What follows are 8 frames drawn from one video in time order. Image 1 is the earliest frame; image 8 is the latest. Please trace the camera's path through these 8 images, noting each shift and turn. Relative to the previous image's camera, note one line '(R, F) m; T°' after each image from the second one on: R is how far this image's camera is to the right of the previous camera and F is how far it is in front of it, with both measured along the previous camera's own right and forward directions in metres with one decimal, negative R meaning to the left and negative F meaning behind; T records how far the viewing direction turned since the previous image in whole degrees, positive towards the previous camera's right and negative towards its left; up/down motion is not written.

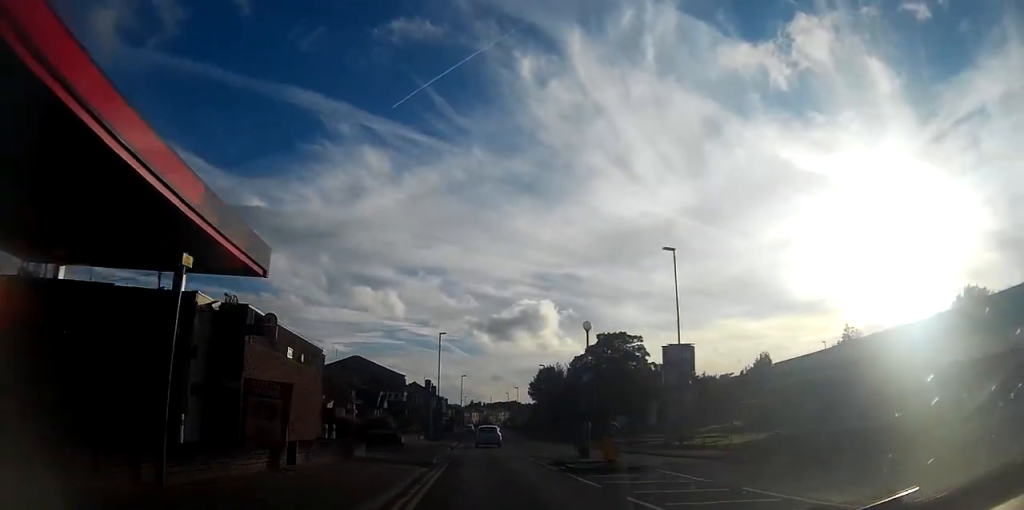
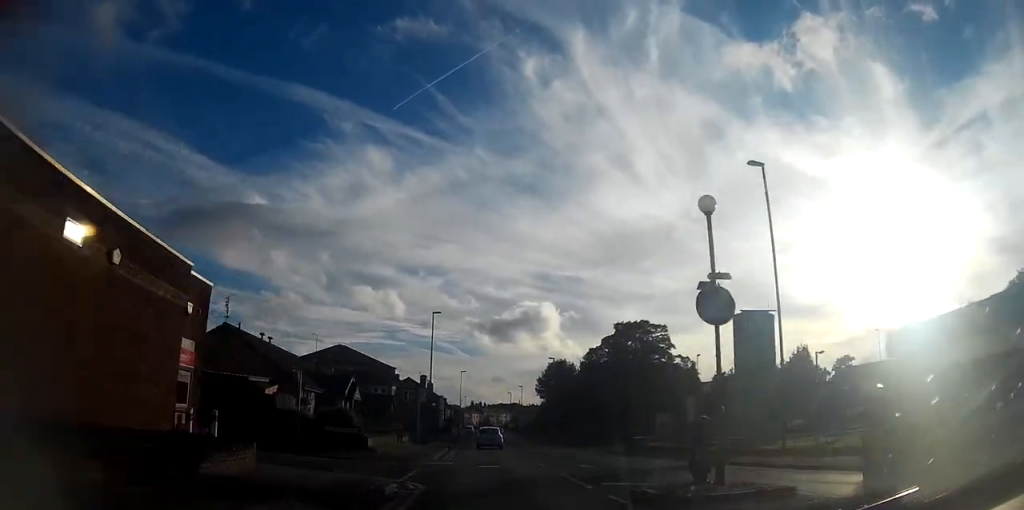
(+0.2, +11.1) m; 0°
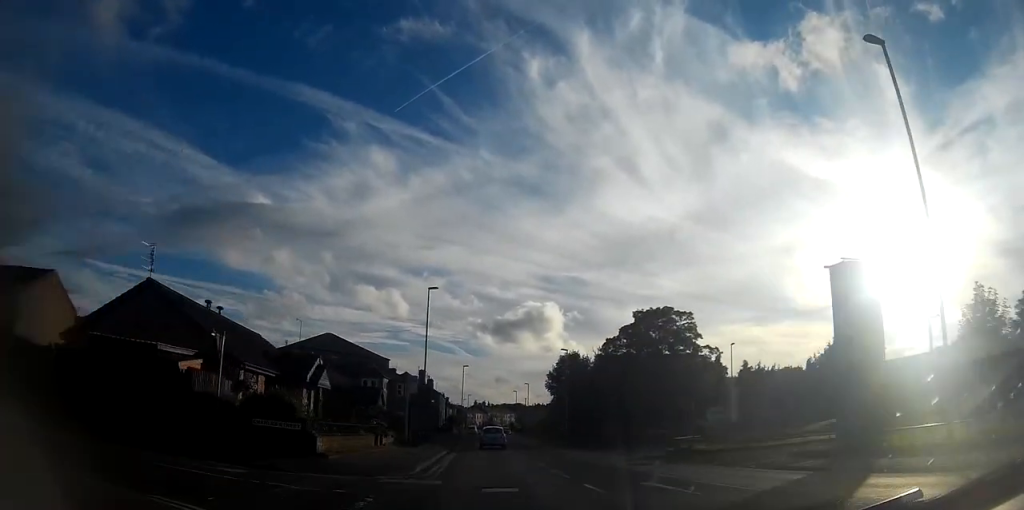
(+0.1, +8.5) m; -1°
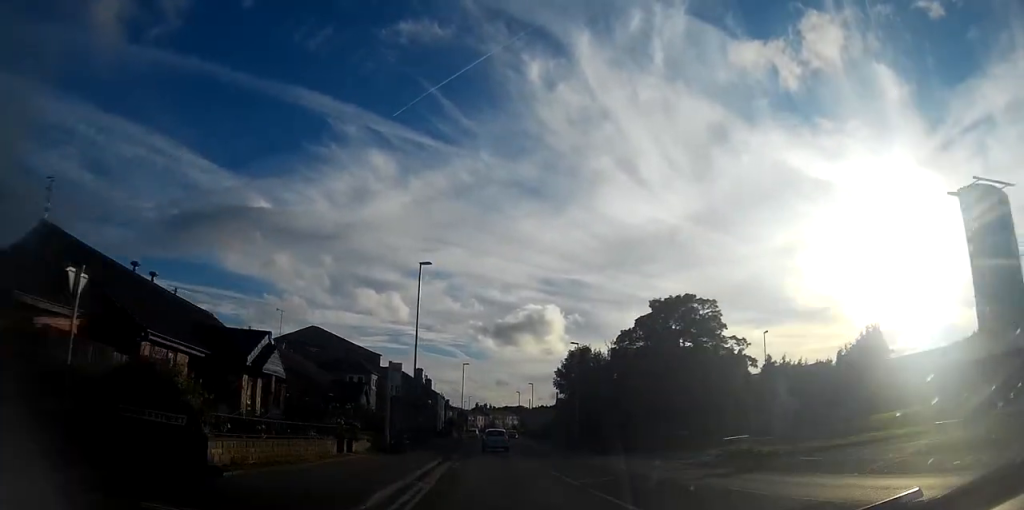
(-0.2, +7.2) m; 0°
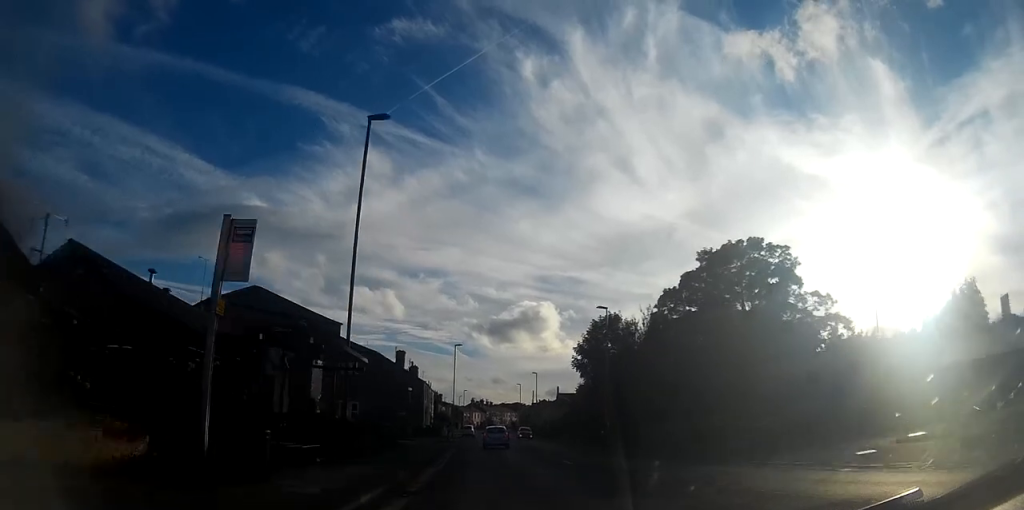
(0.0, +17.3) m; -1°
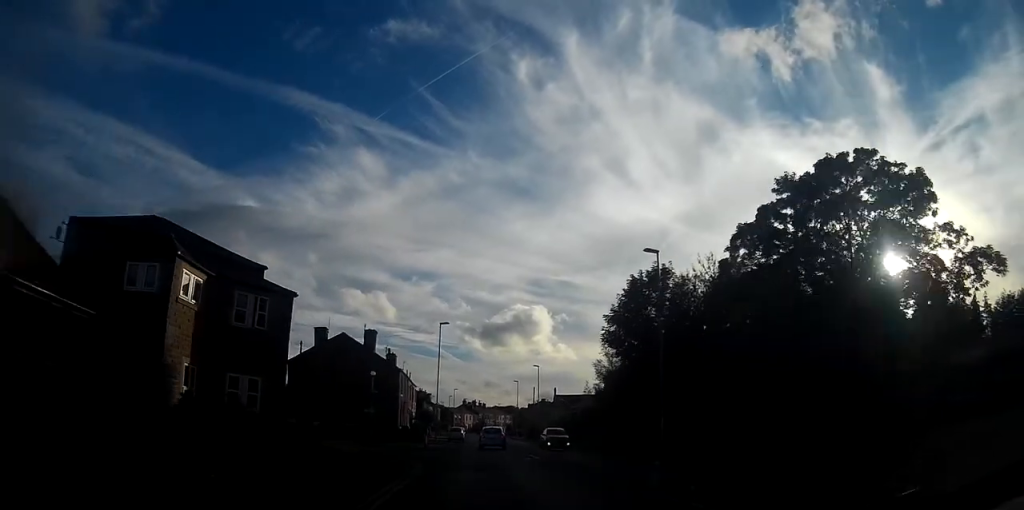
(-0.3, +16.3) m; +2°
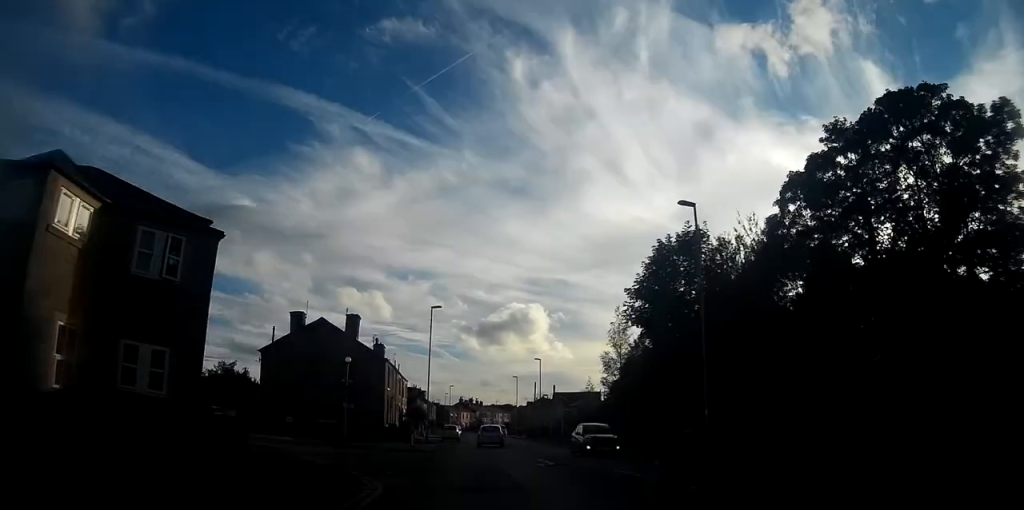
(+0.5, +6.7) m; 0°
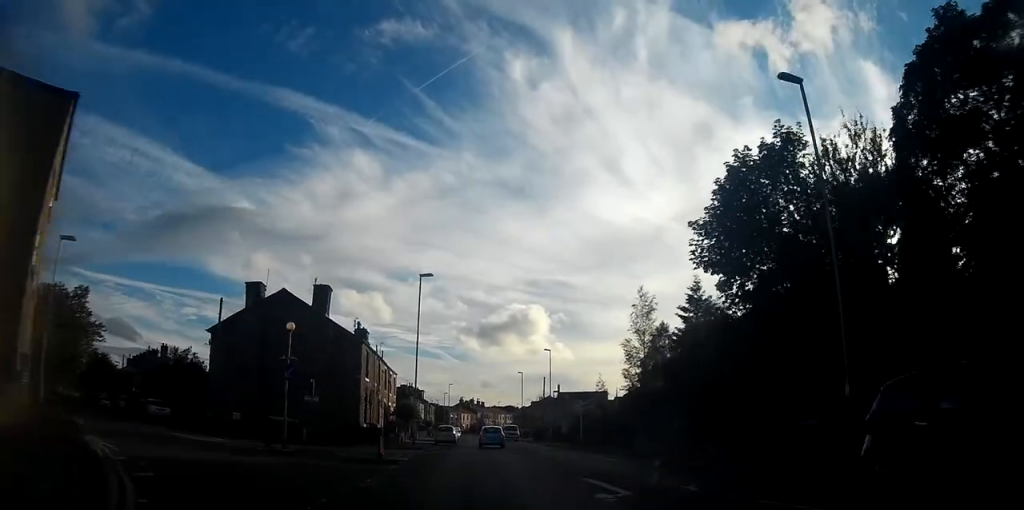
(0.0, +10.5) m; -1°
